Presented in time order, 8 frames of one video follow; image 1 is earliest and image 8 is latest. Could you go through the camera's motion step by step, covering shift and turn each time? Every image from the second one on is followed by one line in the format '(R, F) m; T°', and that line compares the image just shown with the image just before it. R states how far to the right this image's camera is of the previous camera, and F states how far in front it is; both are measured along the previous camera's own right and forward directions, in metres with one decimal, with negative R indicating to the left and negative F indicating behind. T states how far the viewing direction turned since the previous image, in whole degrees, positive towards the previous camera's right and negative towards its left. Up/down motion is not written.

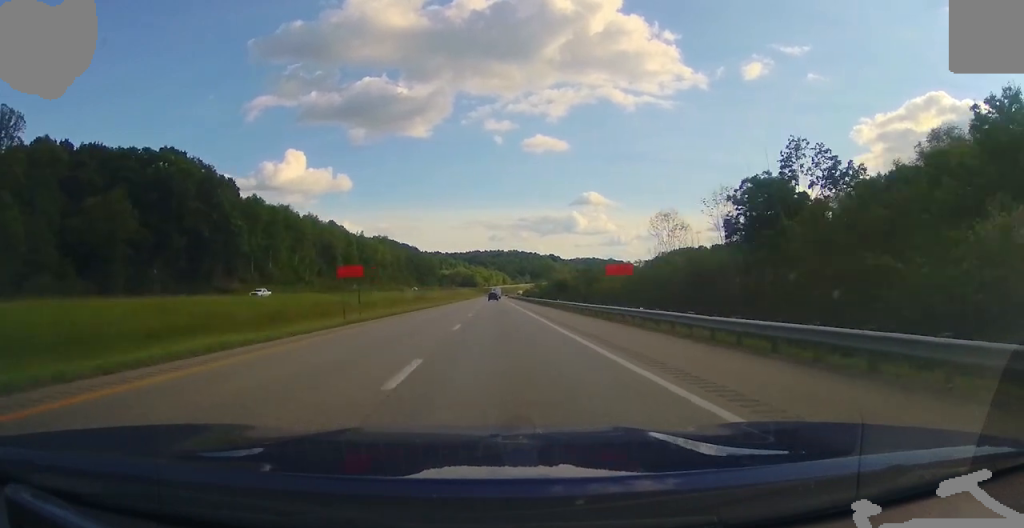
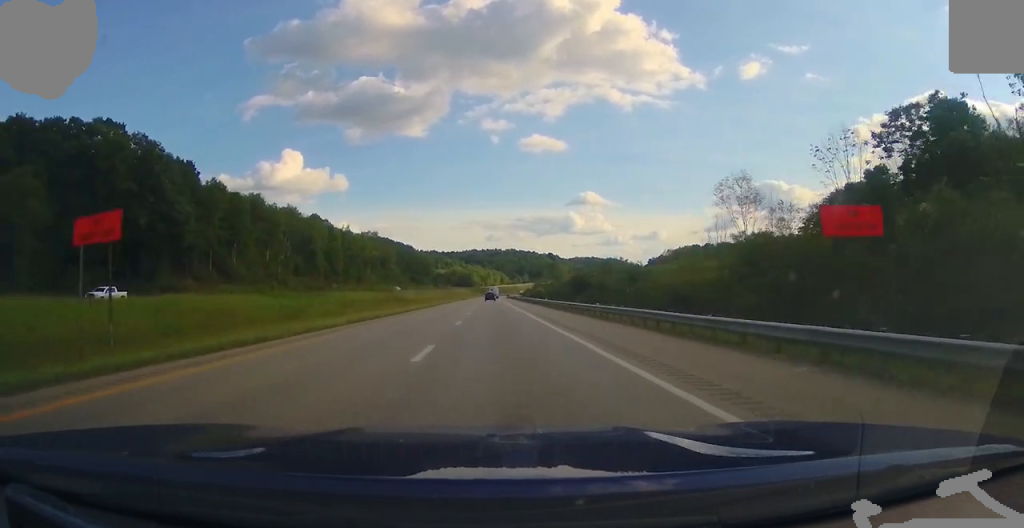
(0.0, +21.5) m; 0°
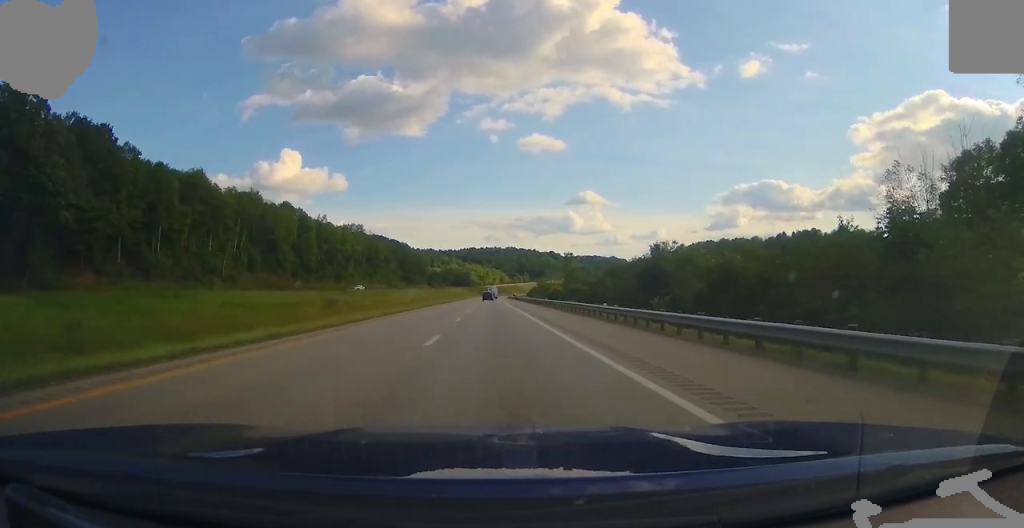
(0.0, +33.7) m; 0°
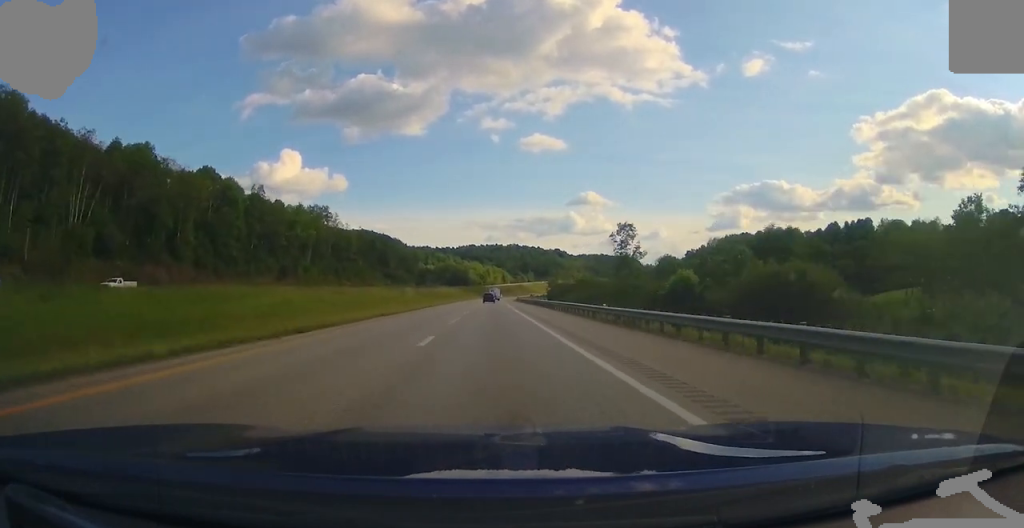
(+0.4, +61.3) m; +1°
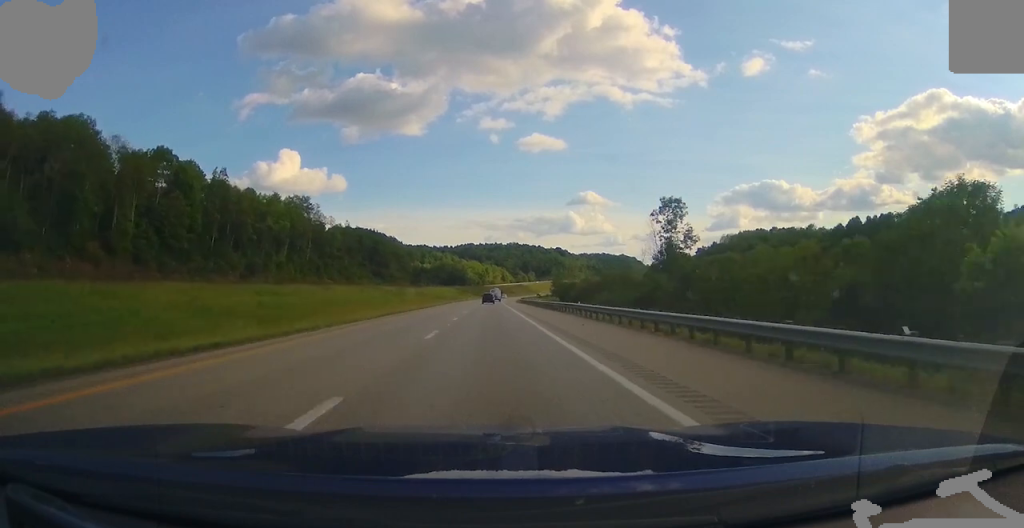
(0.0, +22.2) m; 0°
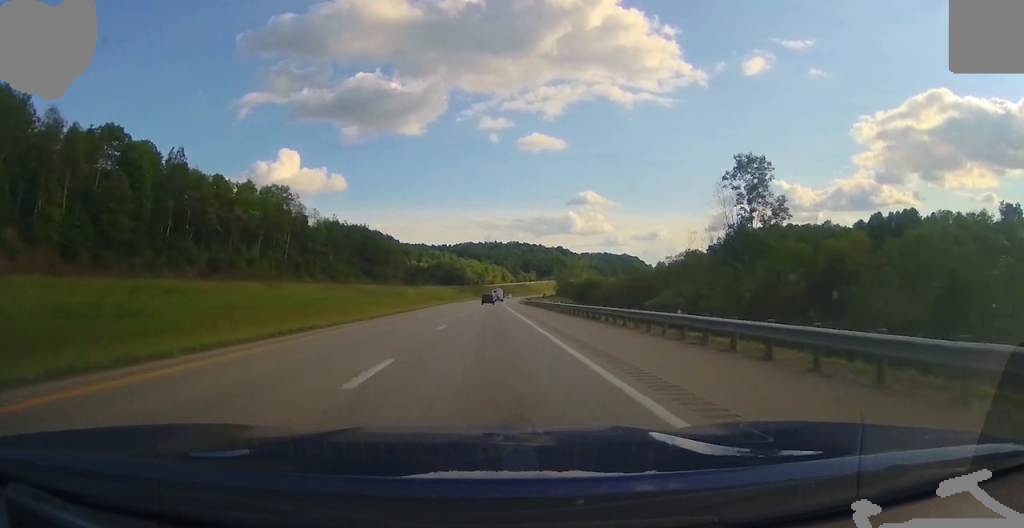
(+0.1, +20.1) m; 0°
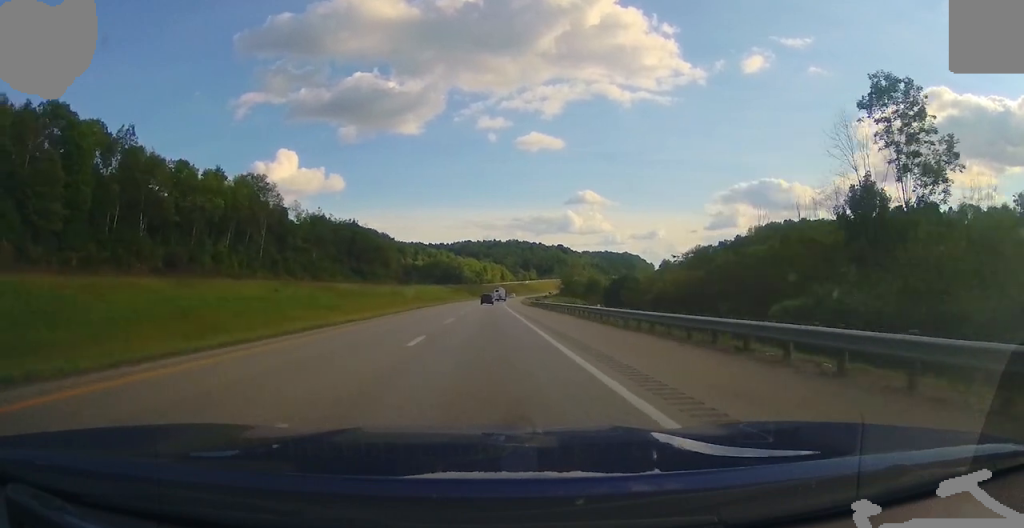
(0.0, +17.9) m; 0°
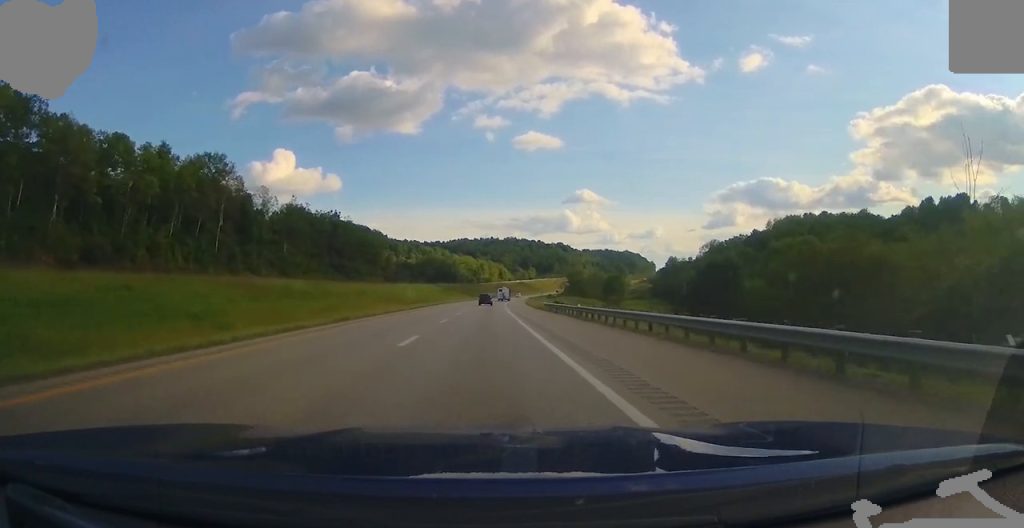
(-0.3, +24.6) m; 0°
